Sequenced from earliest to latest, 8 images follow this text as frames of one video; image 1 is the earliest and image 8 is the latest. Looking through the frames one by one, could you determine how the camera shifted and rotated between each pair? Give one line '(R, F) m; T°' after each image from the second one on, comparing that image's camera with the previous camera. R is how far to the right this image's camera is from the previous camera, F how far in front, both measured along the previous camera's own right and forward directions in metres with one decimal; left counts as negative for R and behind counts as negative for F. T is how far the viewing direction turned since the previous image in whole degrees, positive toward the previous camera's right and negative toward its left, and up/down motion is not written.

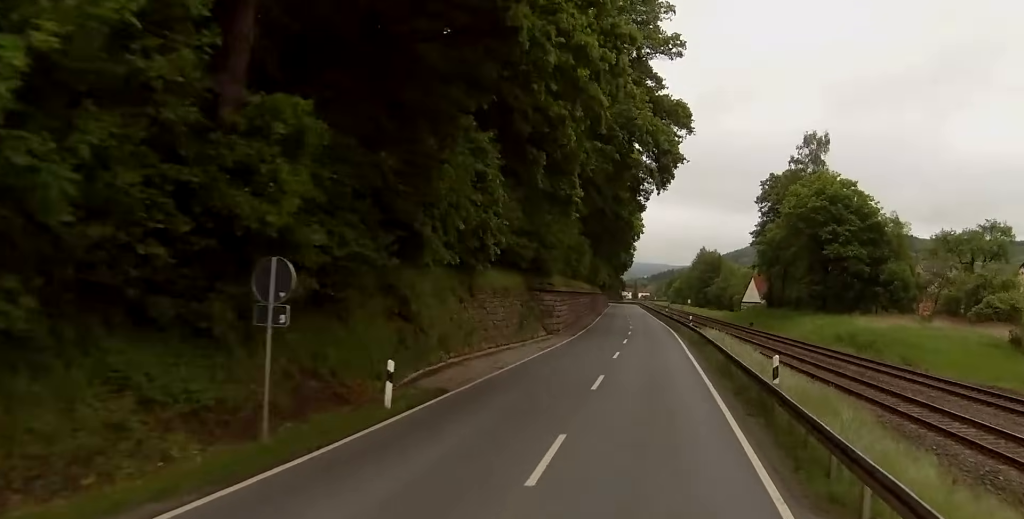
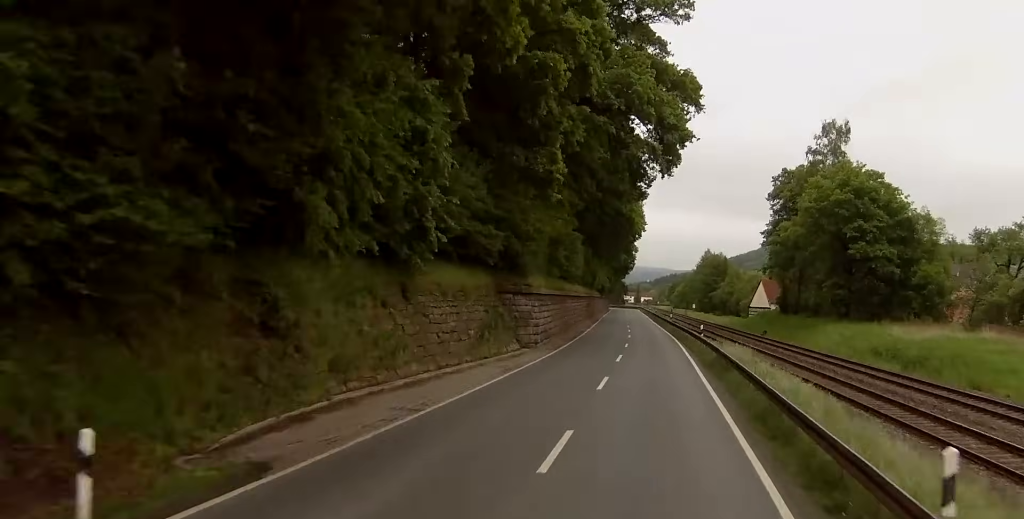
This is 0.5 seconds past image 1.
(0.0, +10.8) m; 0°
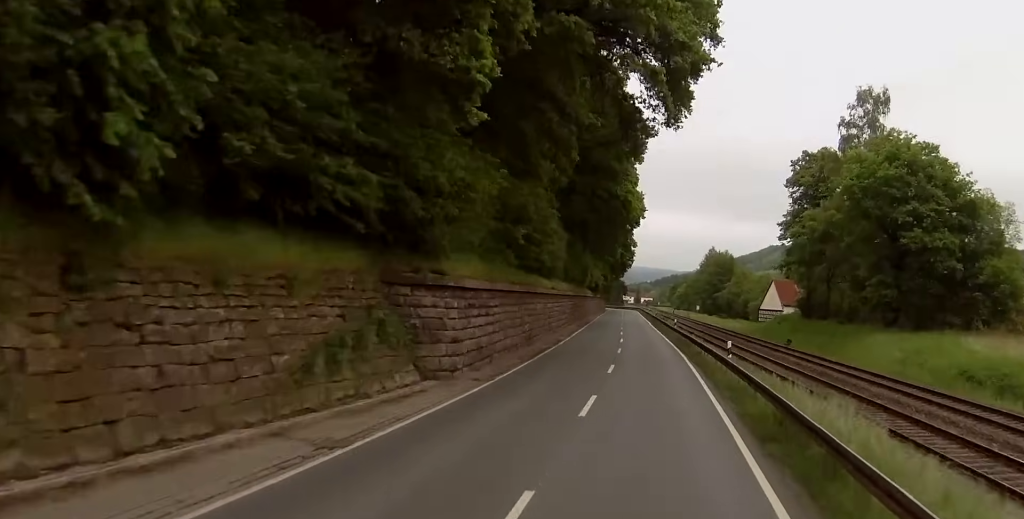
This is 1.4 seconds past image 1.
(+0.1, +17.5) m; +1°
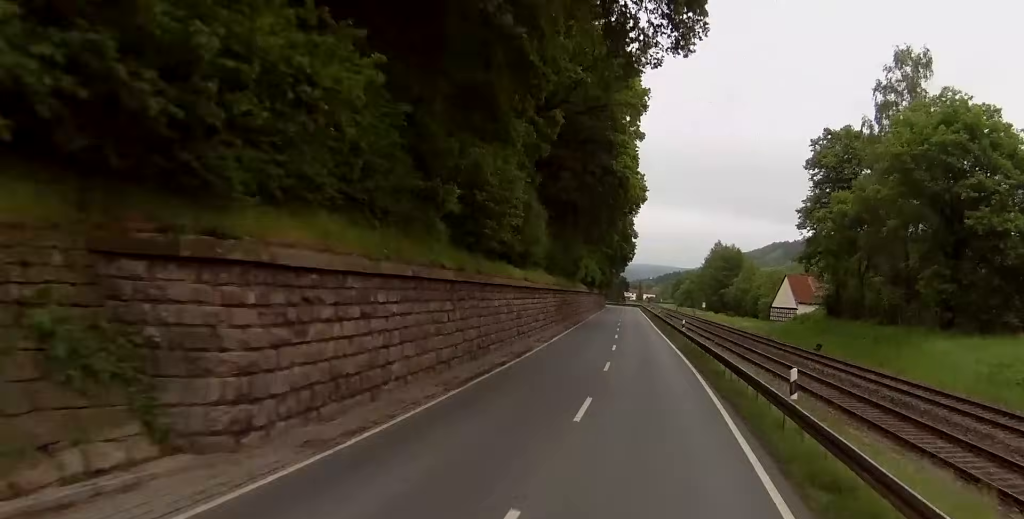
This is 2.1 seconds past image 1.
(+0.1, +13.4) m; 0°
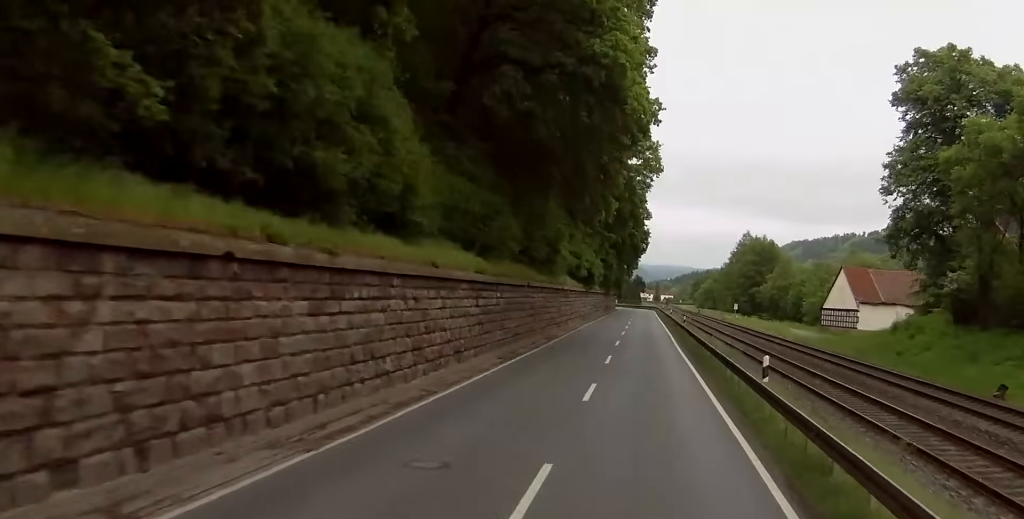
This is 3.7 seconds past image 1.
(-0.6, +33.5) m; -2°
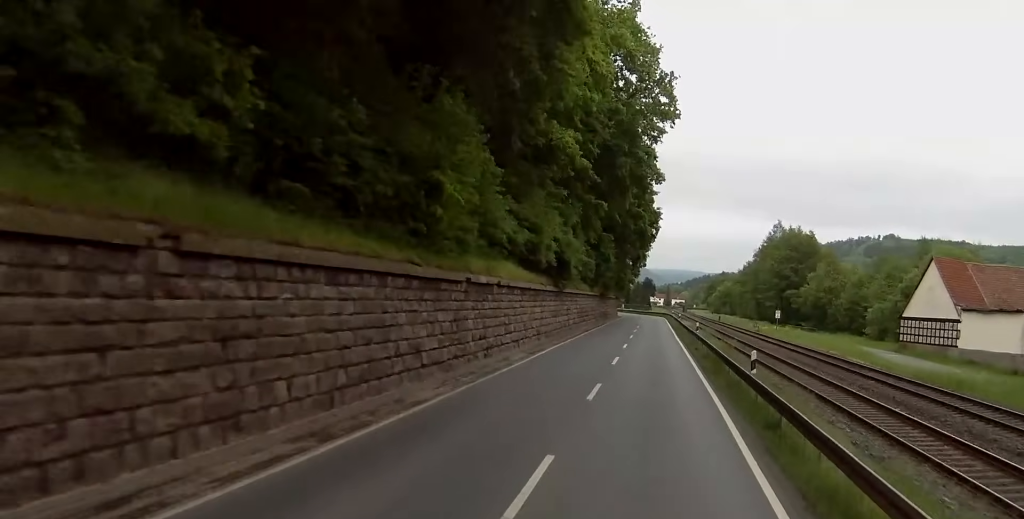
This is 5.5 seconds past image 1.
(-0.3, +34.7) m; -1°
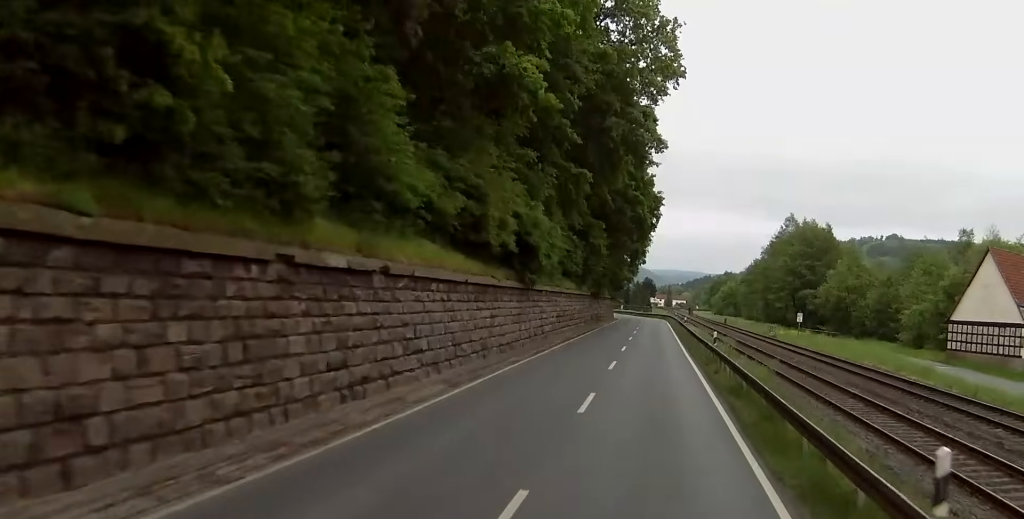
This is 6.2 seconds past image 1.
(0.0, +14.1) m; 0°
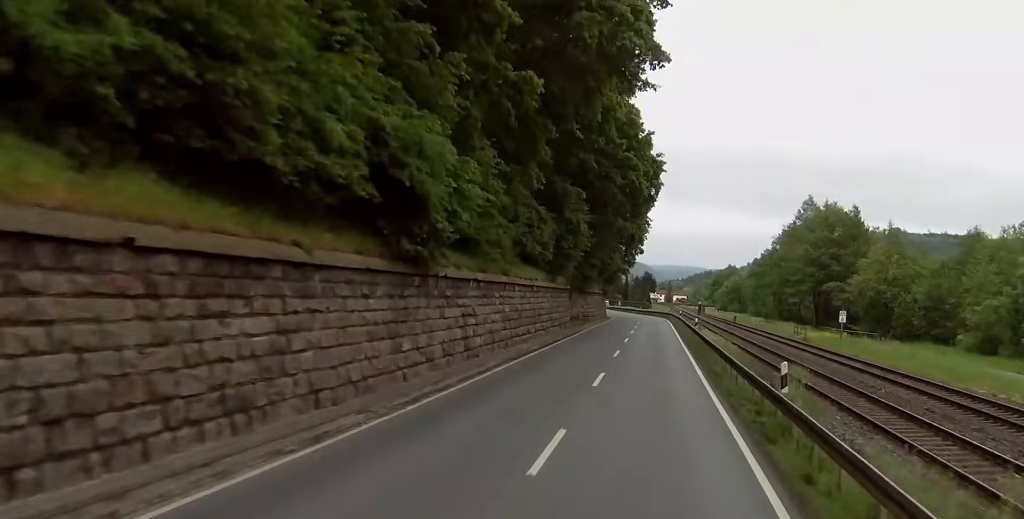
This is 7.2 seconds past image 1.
(0.0, +18.5) m; -1°
